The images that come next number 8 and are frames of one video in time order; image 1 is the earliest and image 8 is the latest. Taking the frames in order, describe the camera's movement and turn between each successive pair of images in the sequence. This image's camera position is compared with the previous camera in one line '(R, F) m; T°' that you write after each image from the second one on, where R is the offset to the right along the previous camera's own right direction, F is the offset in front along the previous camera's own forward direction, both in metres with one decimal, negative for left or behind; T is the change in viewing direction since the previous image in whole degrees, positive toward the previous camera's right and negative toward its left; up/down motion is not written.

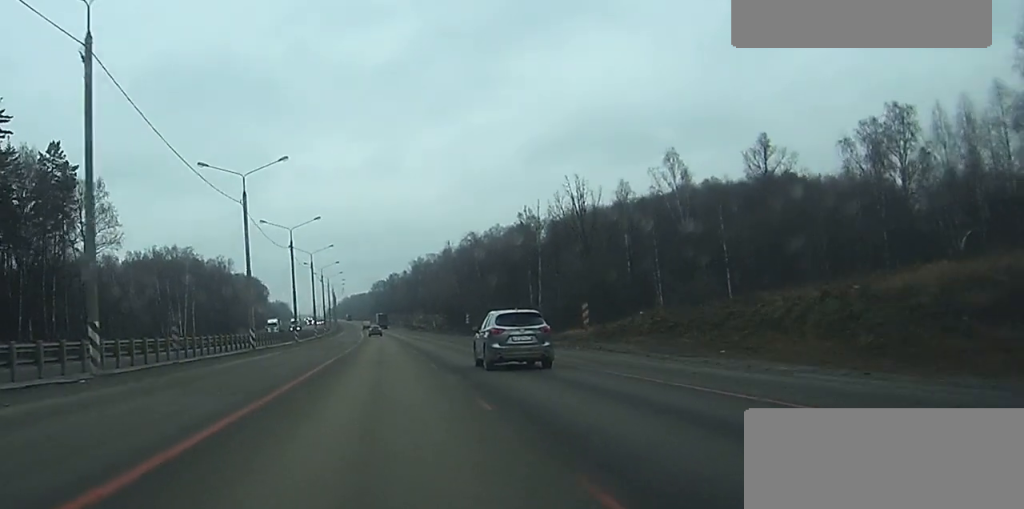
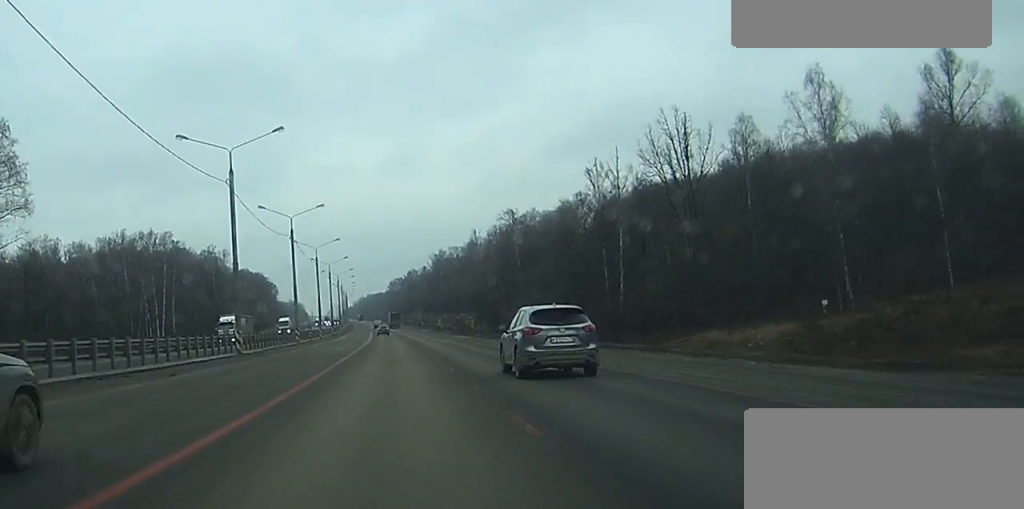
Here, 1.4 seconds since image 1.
(-0.5, +42.3) m; -1°
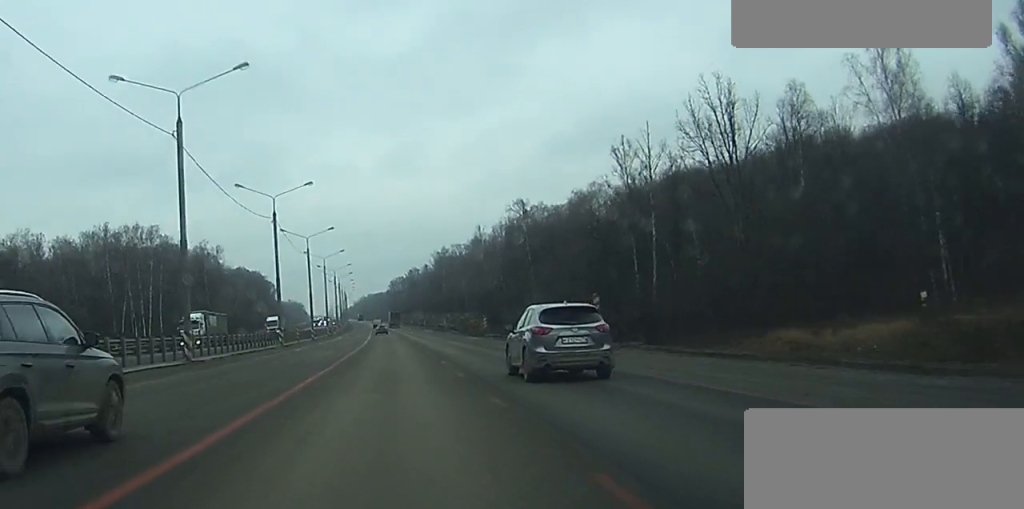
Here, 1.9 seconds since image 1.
(0.0, +12.8) m; 0°
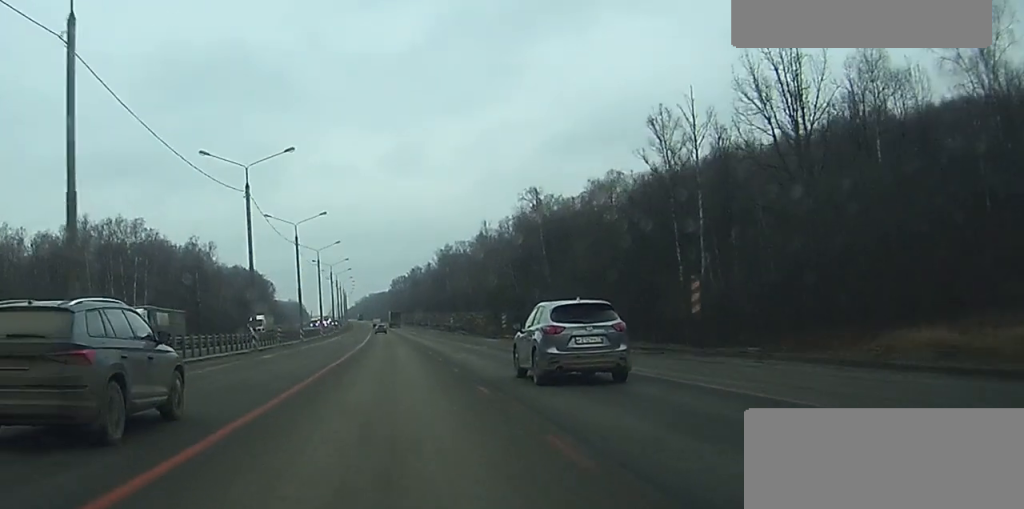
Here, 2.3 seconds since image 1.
(0.0, +13.8) m; 0°
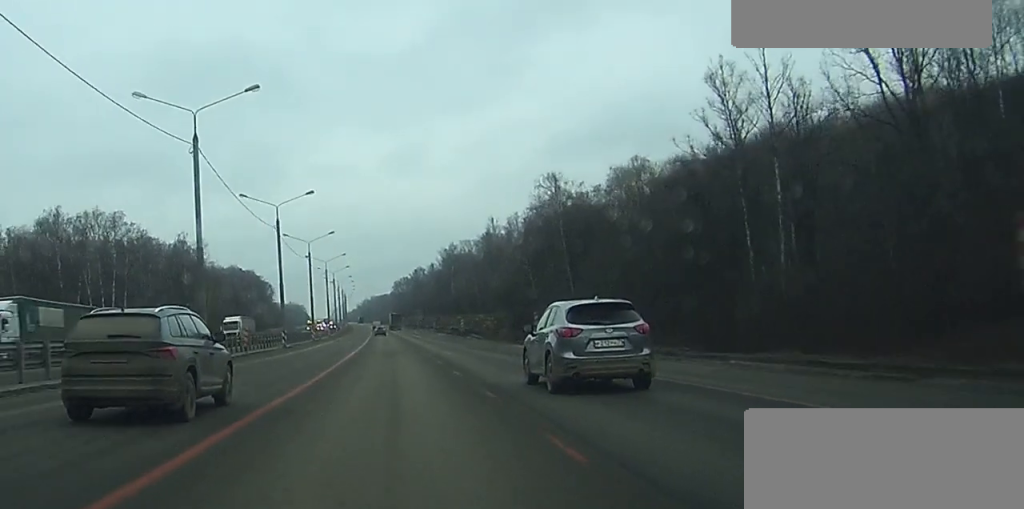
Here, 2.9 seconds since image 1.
(0.0, +15.8) m; 0°
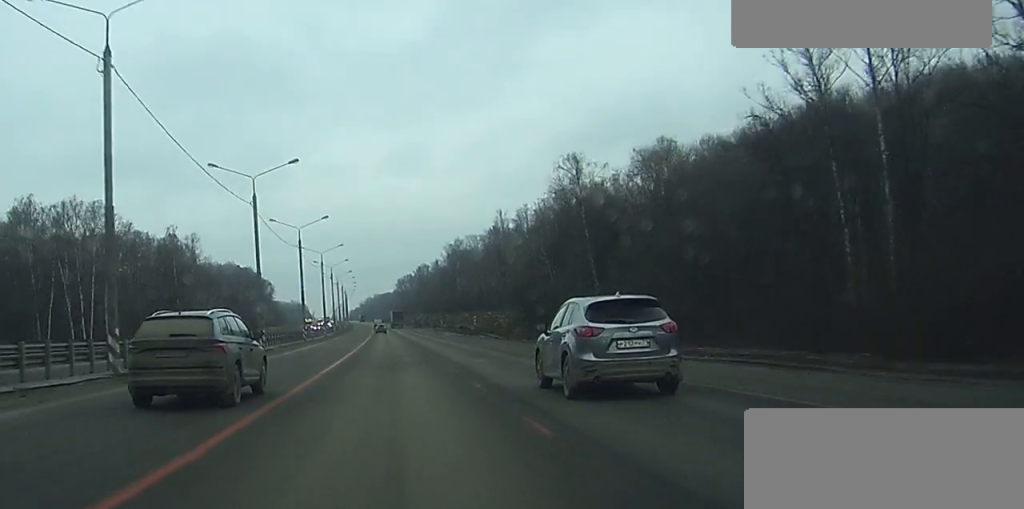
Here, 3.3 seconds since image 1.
(-0.1, +13.8) m; 0°
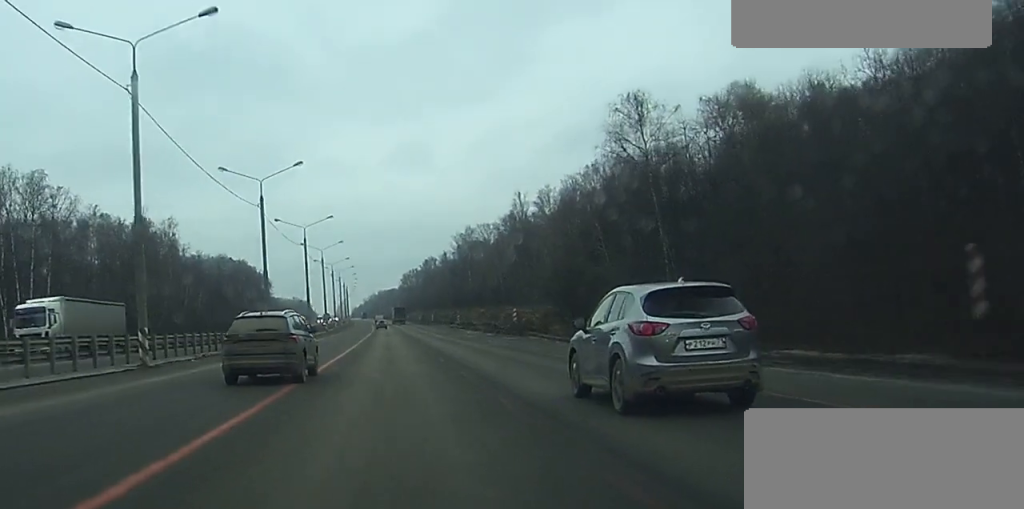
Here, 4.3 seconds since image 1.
(-0.1, +29.5) m; 0°
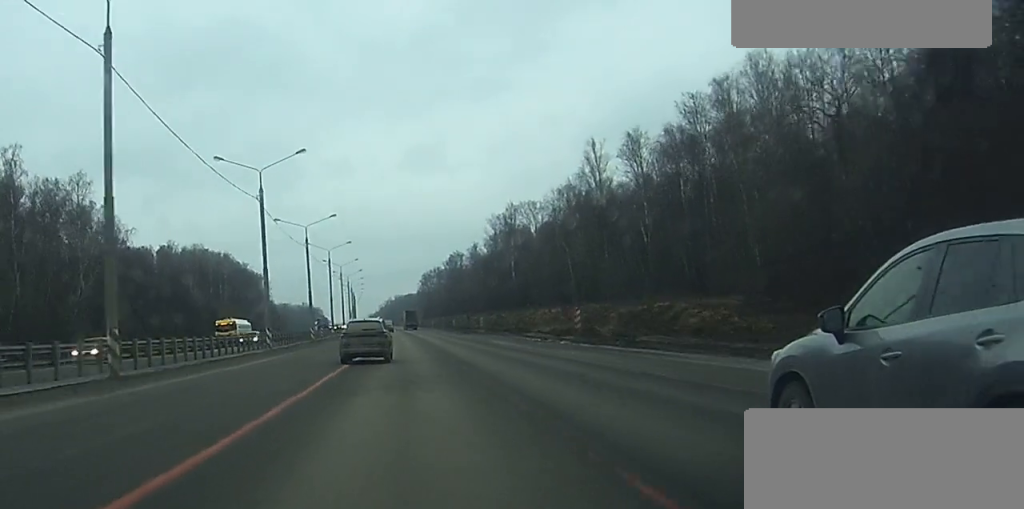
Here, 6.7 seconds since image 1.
(-0.9, +70.6) m; -2°
